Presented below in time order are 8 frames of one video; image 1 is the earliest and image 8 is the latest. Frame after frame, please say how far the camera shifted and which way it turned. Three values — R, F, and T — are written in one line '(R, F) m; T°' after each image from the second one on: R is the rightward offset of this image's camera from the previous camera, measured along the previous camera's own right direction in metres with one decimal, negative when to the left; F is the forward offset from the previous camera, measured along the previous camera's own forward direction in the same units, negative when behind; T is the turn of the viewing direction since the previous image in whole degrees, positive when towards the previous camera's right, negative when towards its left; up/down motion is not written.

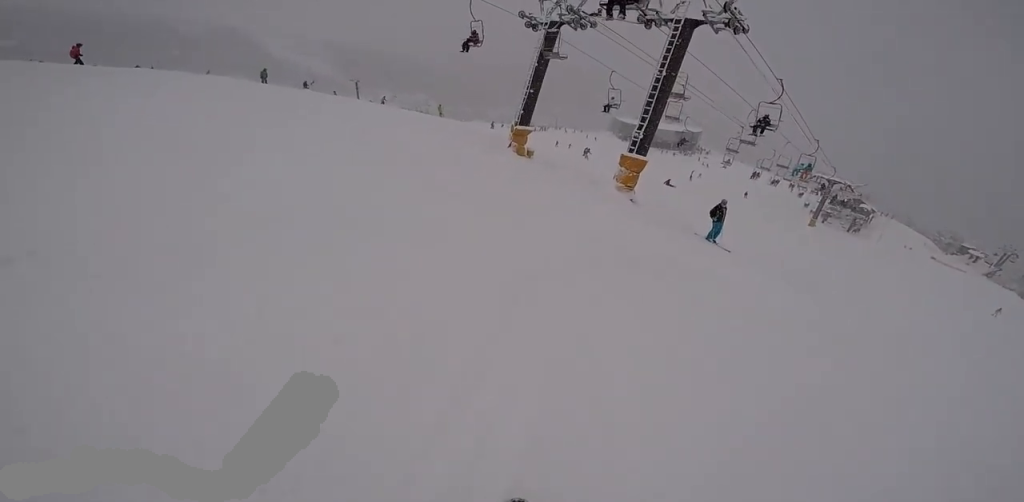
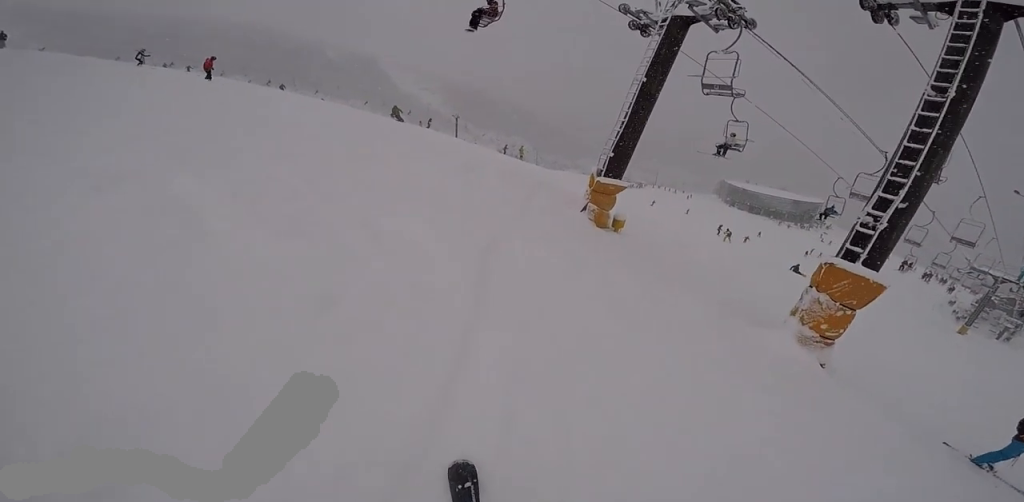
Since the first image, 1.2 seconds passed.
(-0.2, +6.3) m; -15°
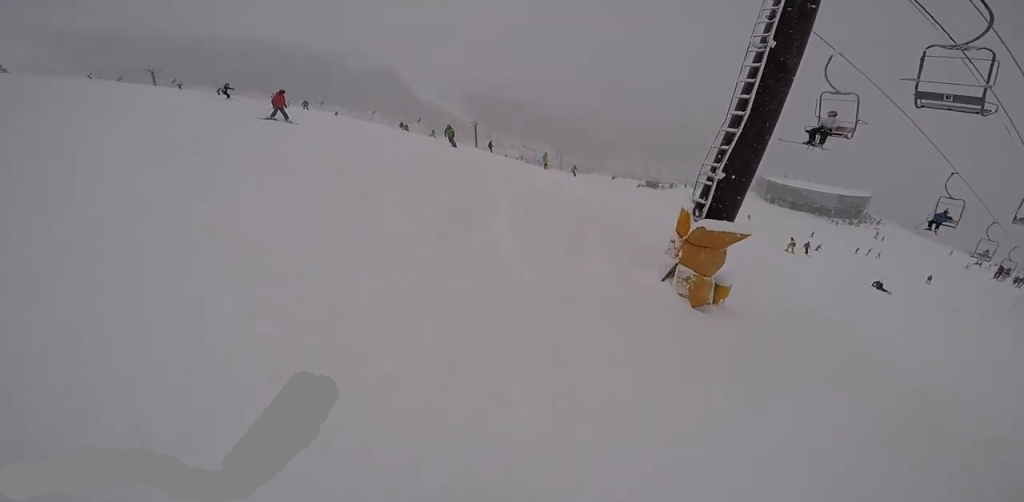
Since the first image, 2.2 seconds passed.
(-1.2, +4.4) m; -20°
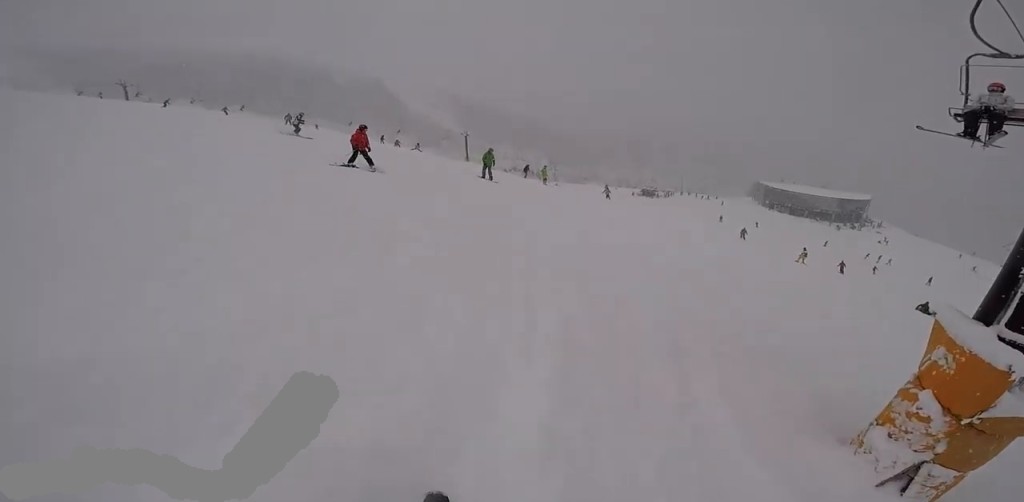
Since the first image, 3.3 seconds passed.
(-0.3, +4.3) m; +11°
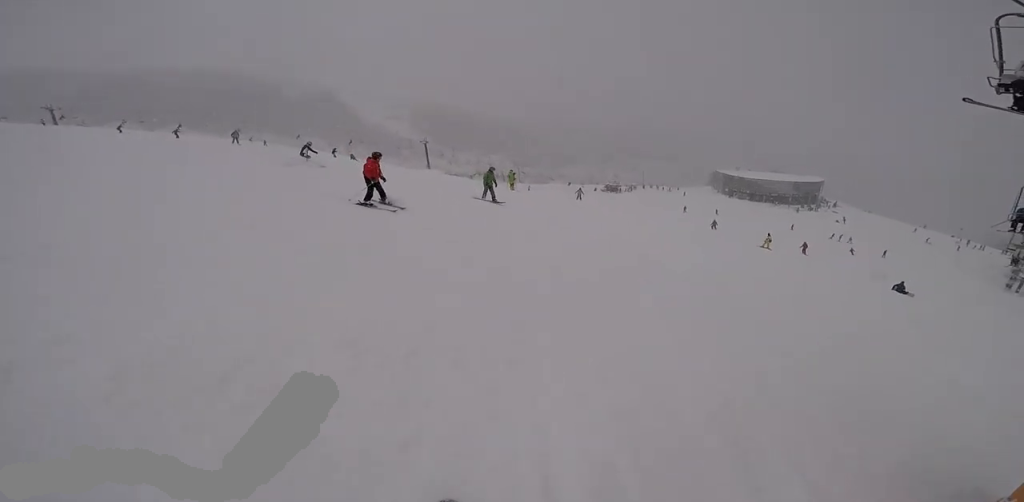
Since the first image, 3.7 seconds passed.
(+0.4, +1.6) m; +11°
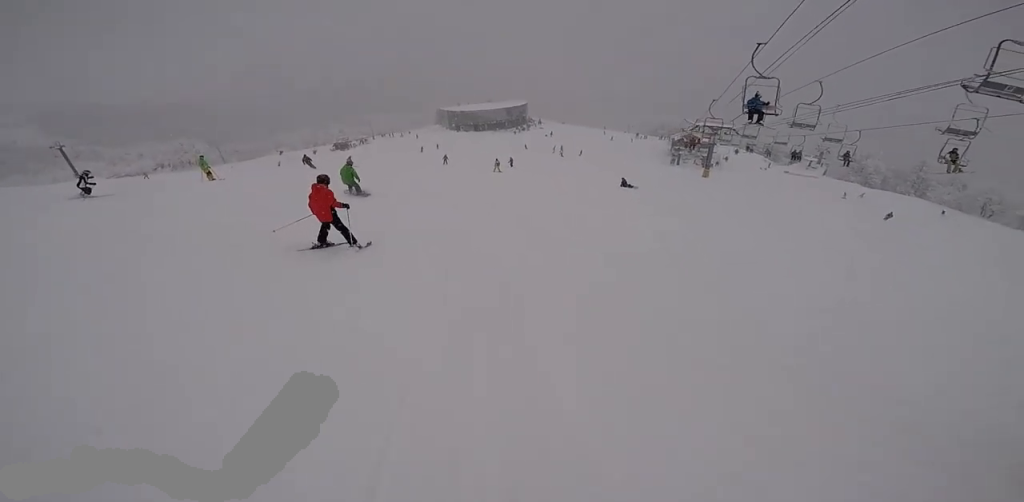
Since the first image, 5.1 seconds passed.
(+1.1, +4.8) m; +34°
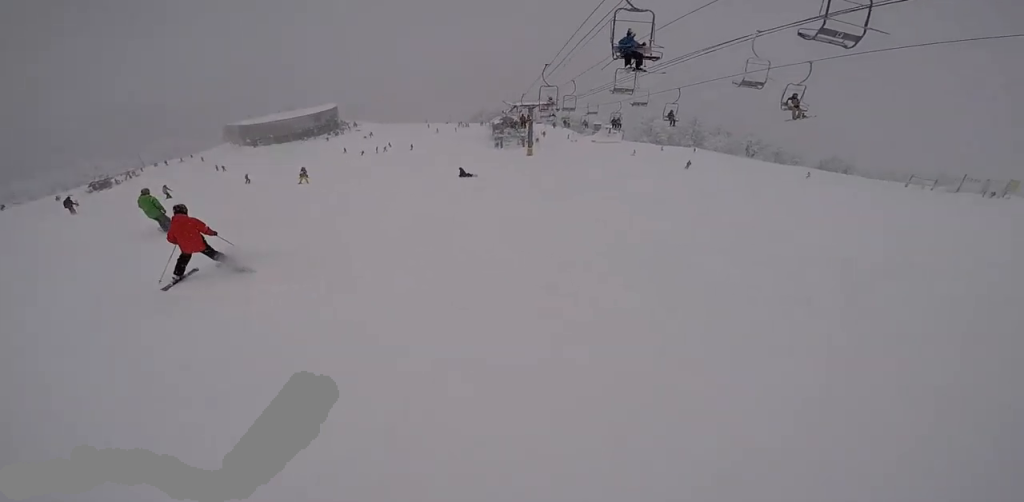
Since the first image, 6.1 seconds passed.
(+1.1, +3.9) m; +25°
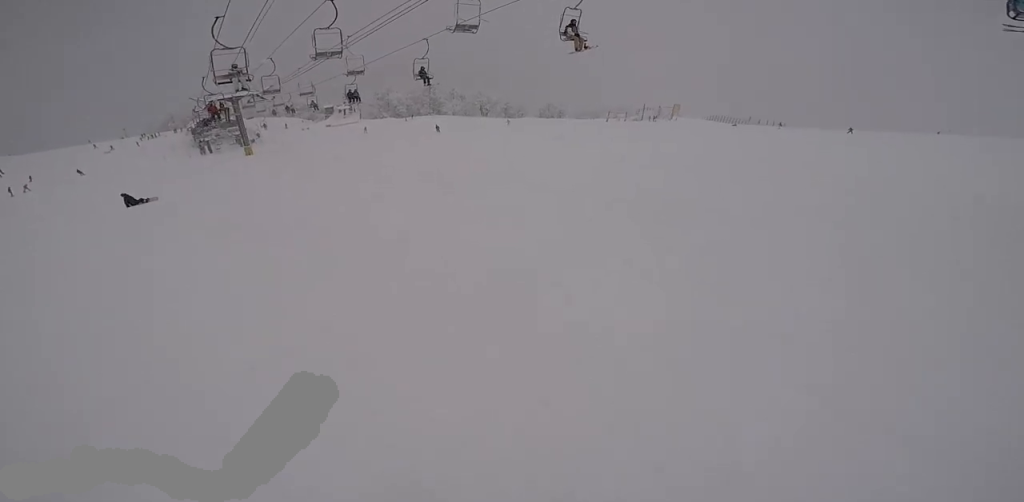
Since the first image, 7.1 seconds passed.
(+0.7, +4.6) m; +24°
